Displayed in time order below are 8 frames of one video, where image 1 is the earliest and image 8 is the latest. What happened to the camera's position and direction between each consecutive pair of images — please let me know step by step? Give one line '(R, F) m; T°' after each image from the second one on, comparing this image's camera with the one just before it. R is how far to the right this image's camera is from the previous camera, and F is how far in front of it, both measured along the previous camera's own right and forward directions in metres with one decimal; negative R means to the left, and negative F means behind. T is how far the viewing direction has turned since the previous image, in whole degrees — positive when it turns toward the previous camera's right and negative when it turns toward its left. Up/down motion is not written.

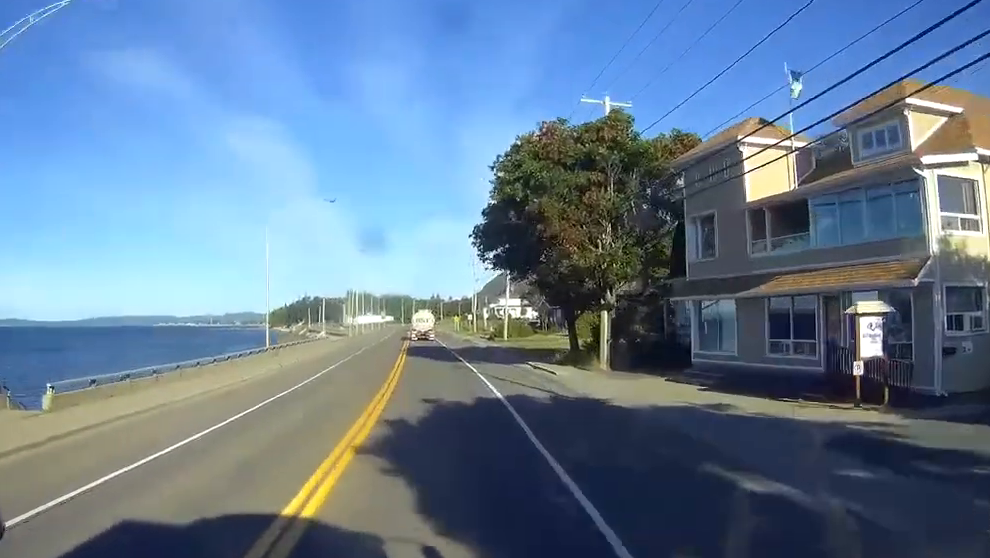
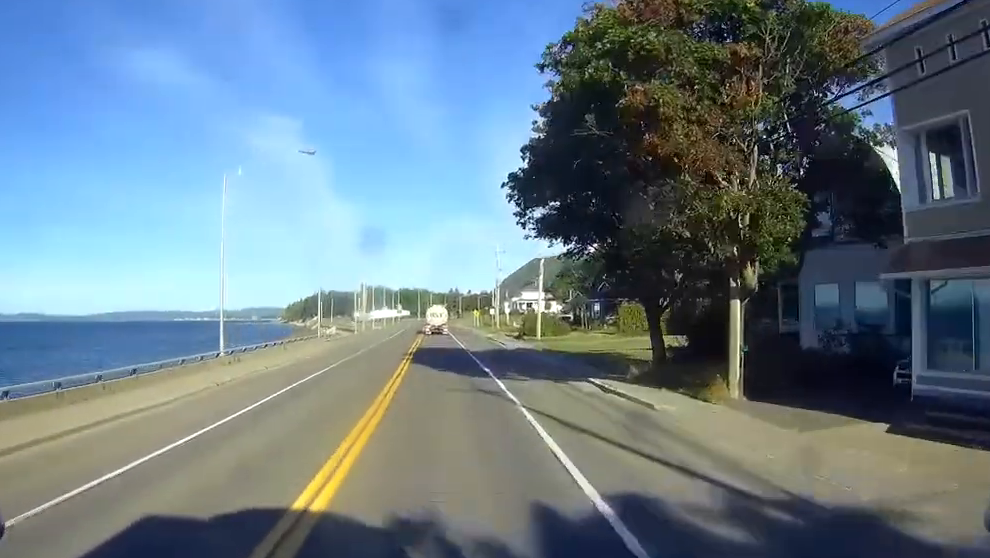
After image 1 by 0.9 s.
(0.0, +15.5) m; -1°
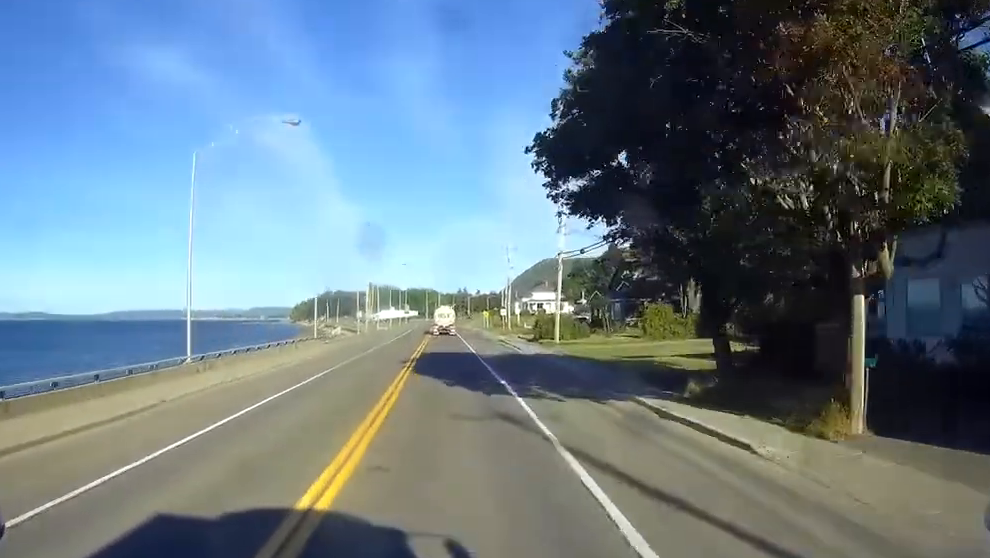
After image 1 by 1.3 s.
(0.0, +6.6) m; 0°
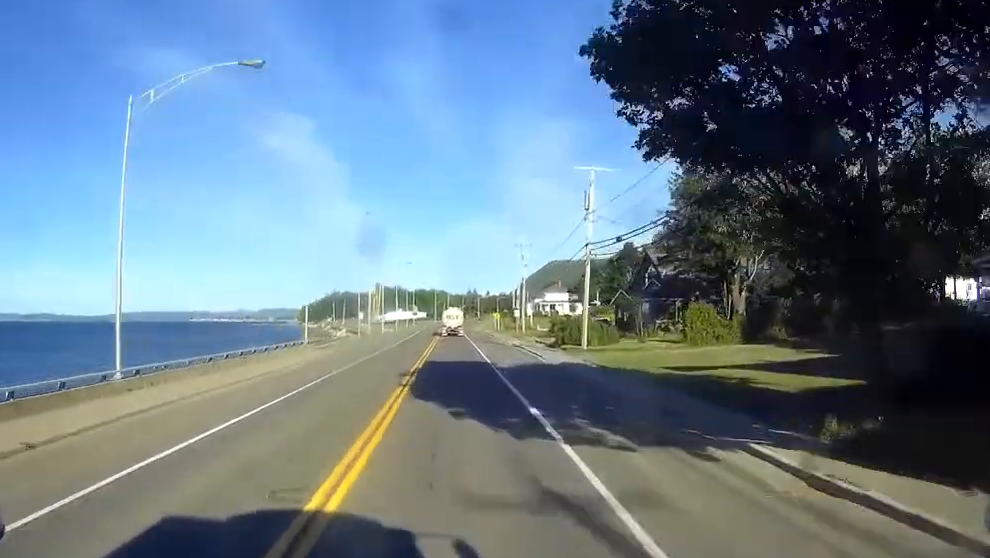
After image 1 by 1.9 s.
(-0.2, +8.8) m; 0°
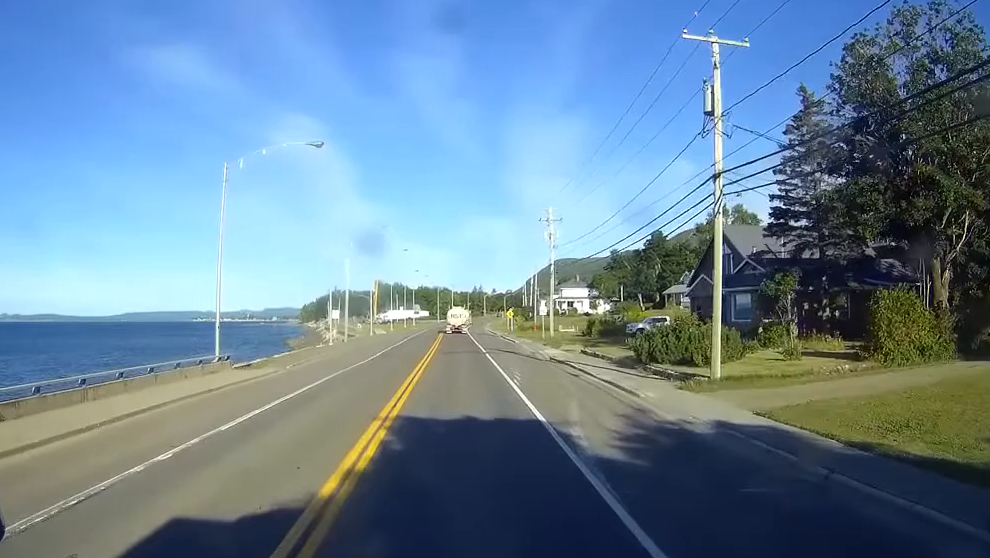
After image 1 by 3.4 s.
(0.0, +25.7) m; 0°
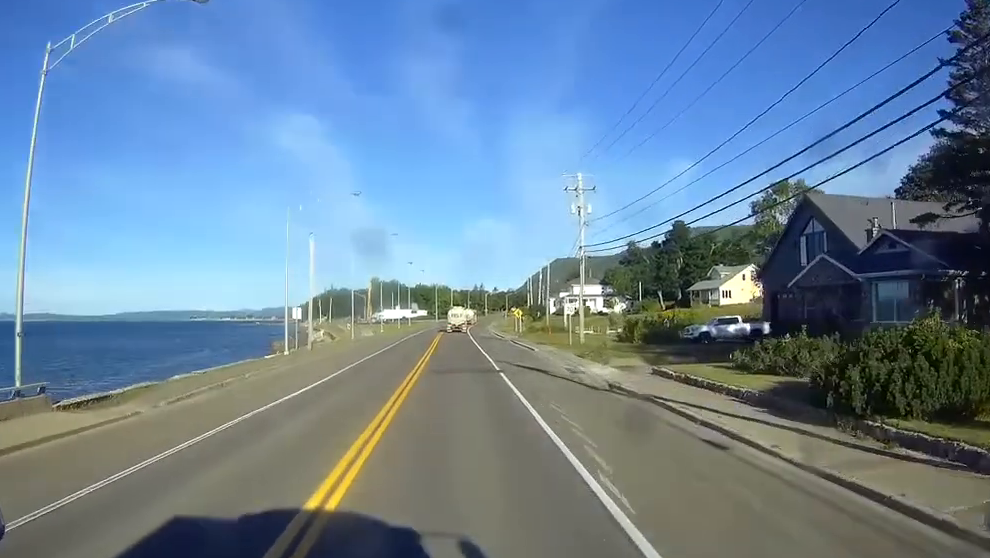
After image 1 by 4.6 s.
(-0.1, +19.1) m; 0°
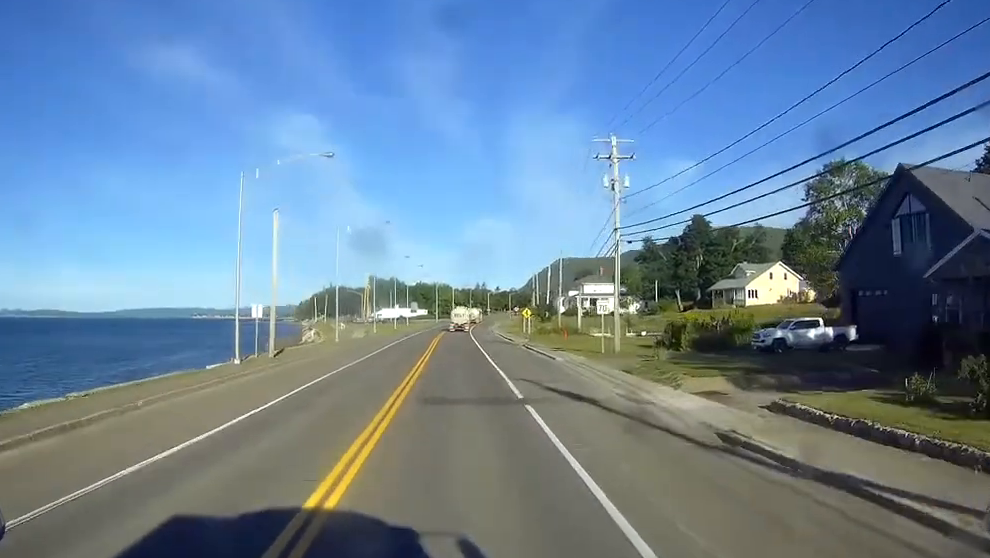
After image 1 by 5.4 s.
(0.0, +12.6) m; 0°
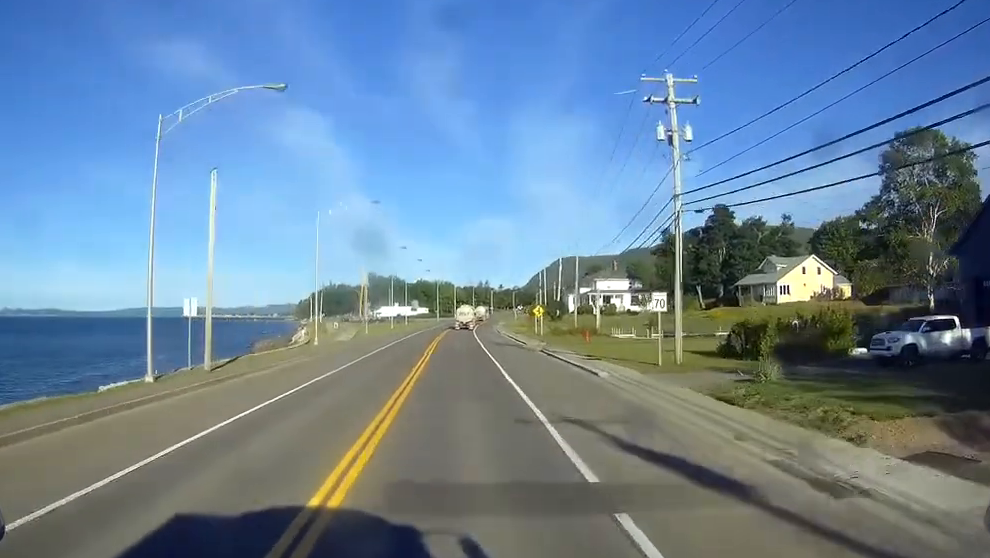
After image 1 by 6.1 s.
(0.0, +12.7) m; 0°
